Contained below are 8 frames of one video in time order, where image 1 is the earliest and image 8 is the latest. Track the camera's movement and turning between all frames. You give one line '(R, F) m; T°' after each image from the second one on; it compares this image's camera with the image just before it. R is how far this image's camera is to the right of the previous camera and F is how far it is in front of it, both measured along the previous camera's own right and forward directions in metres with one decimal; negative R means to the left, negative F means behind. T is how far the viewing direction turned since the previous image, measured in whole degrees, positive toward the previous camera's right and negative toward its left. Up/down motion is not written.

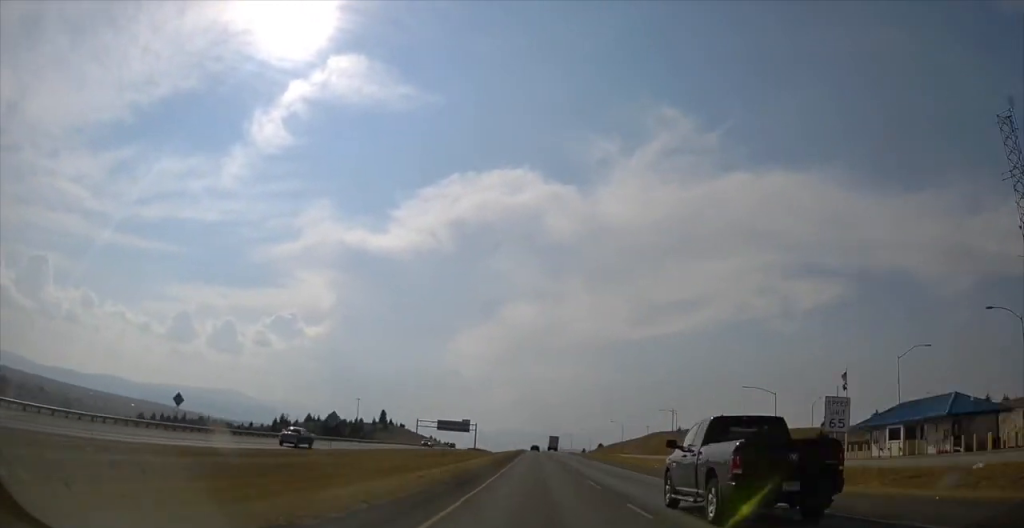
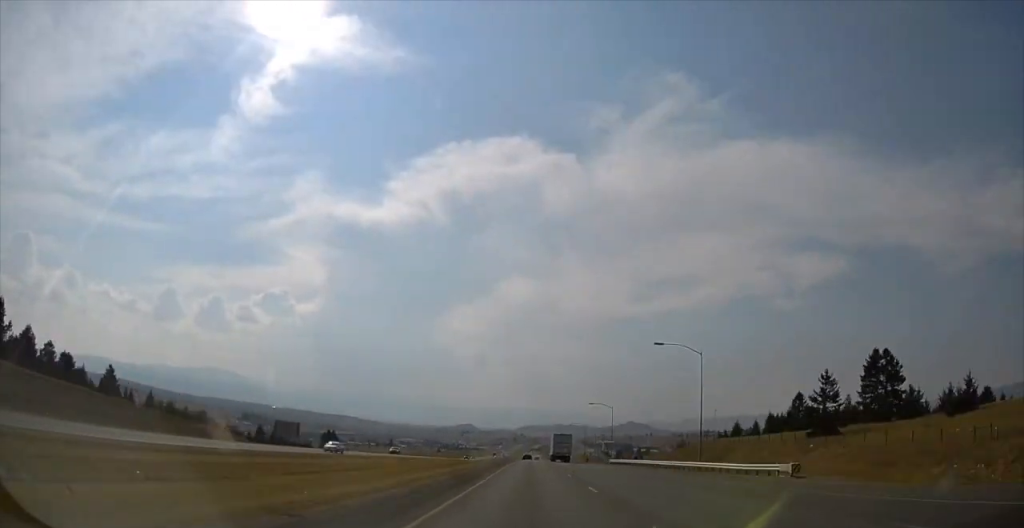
(+0.2, +458.6) m; 0°
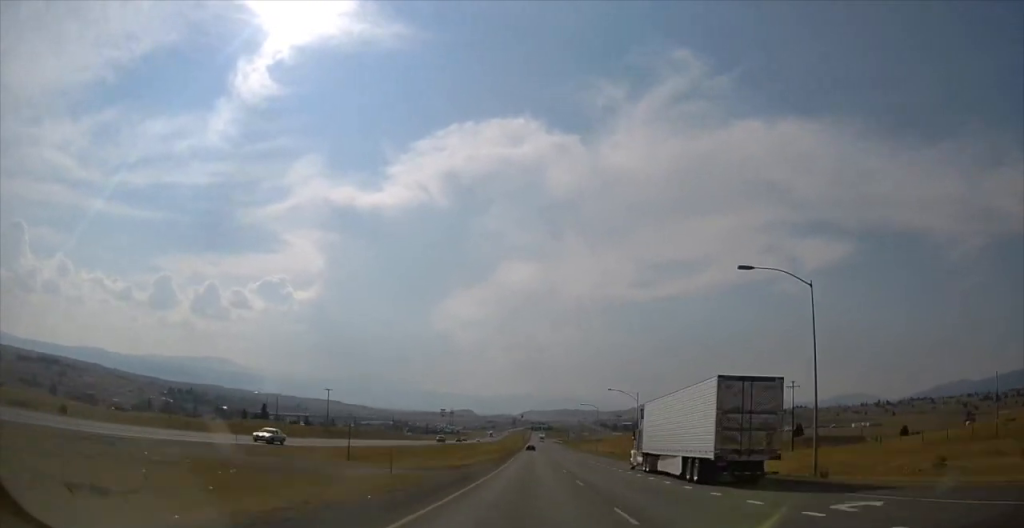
(+0.4, +324.8) m; 0°
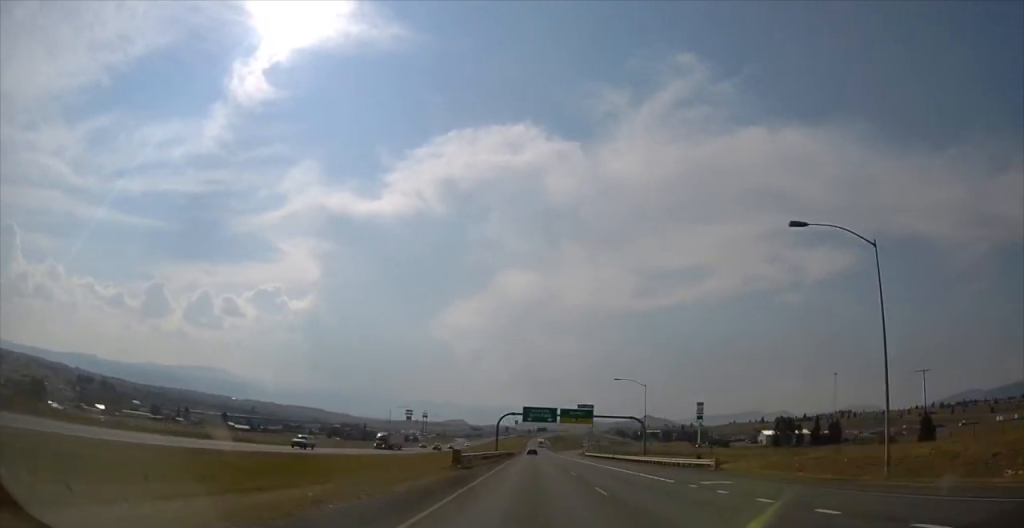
(+0.3, +243.1) m; 0°
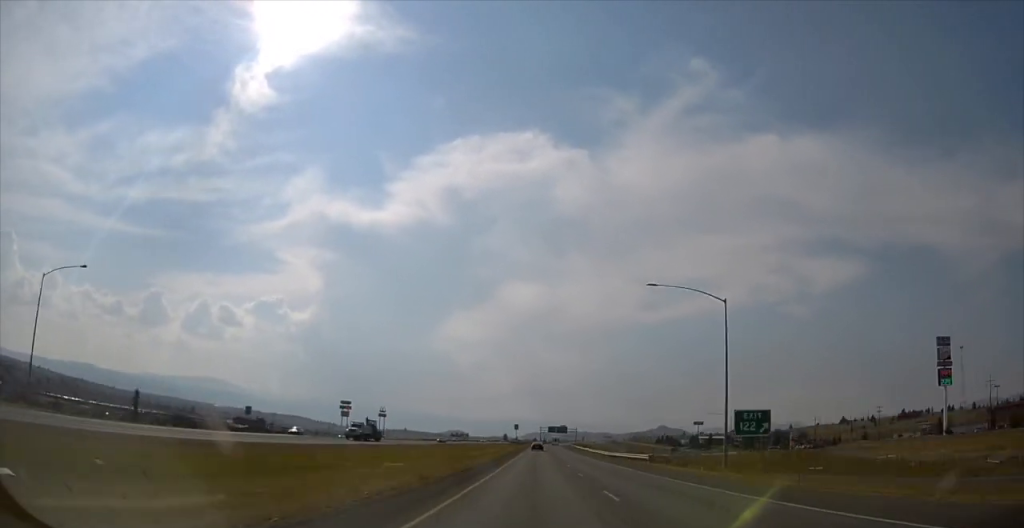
(-0.1, +260.8) m; +1°
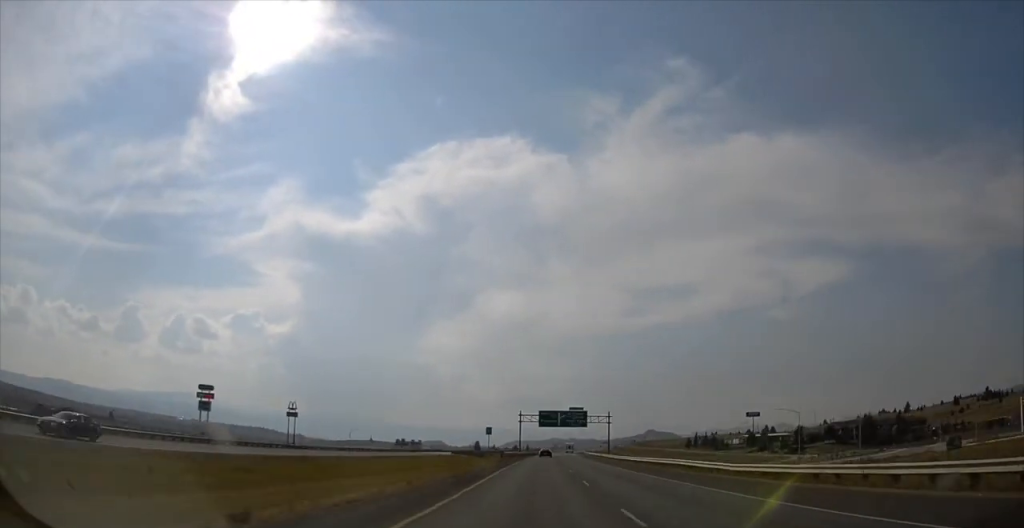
(+4.4, +184.7) m; +2°
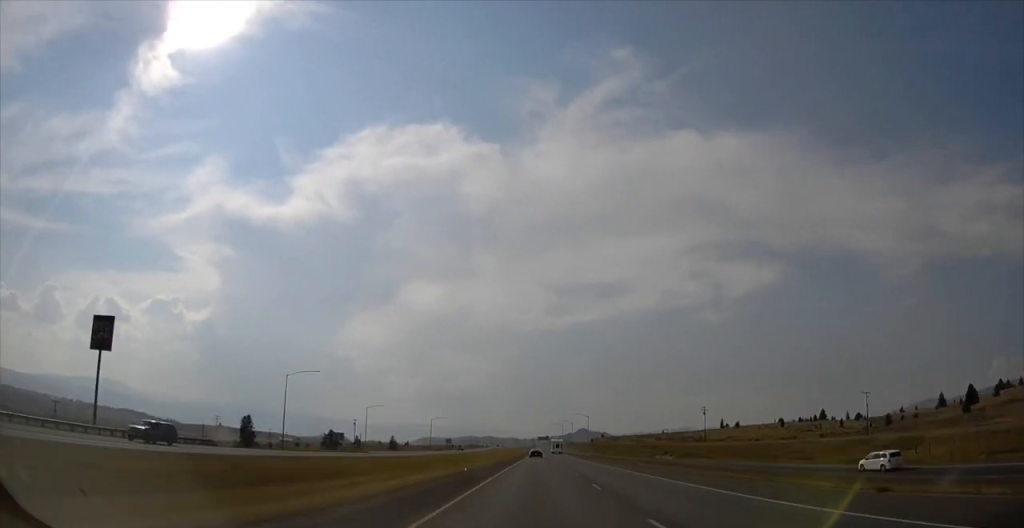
(+17.5, +412.3) m; +4°
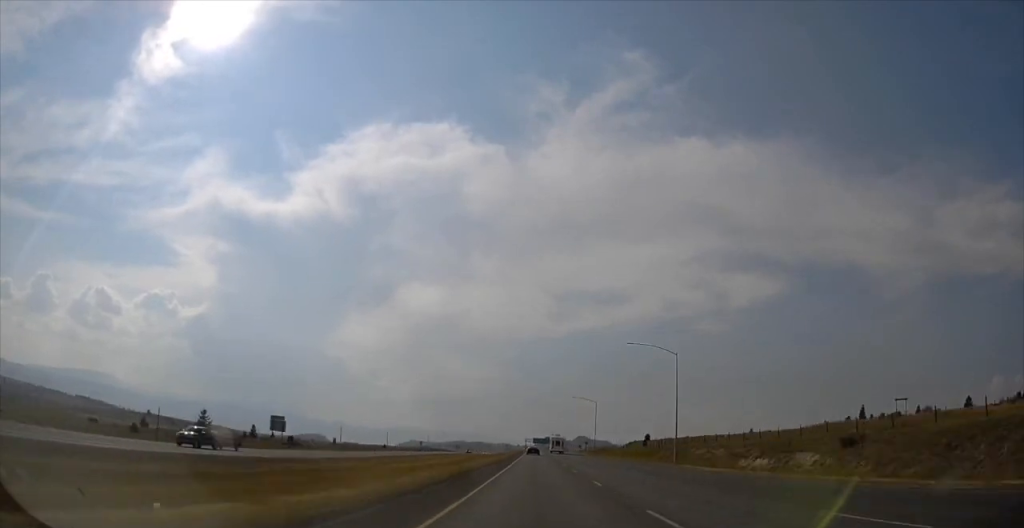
(+2.8, +218.0) m; +1°
